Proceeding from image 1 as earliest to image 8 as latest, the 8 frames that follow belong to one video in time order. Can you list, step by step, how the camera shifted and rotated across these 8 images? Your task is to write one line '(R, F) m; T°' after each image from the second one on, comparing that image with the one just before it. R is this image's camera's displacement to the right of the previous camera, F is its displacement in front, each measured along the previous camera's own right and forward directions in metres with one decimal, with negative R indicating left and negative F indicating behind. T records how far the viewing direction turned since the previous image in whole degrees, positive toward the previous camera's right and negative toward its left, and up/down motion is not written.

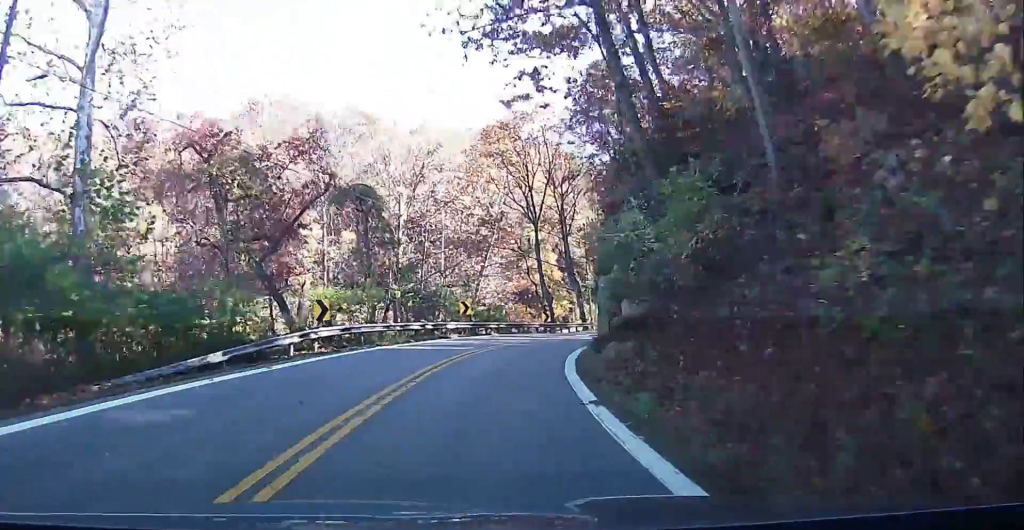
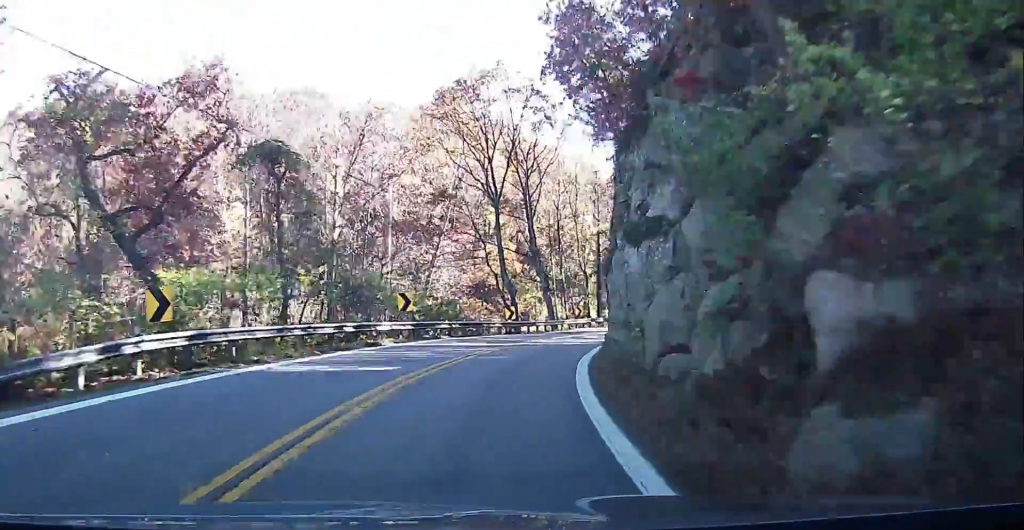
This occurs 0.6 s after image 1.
(+0.3, +10.6) m; +3°
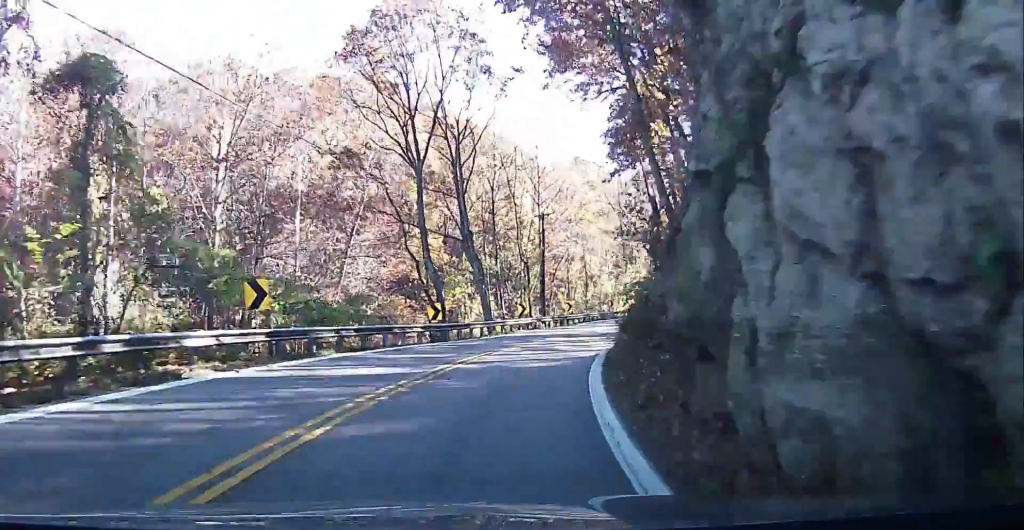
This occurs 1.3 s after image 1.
(+0.3, +12.2) m; +4°
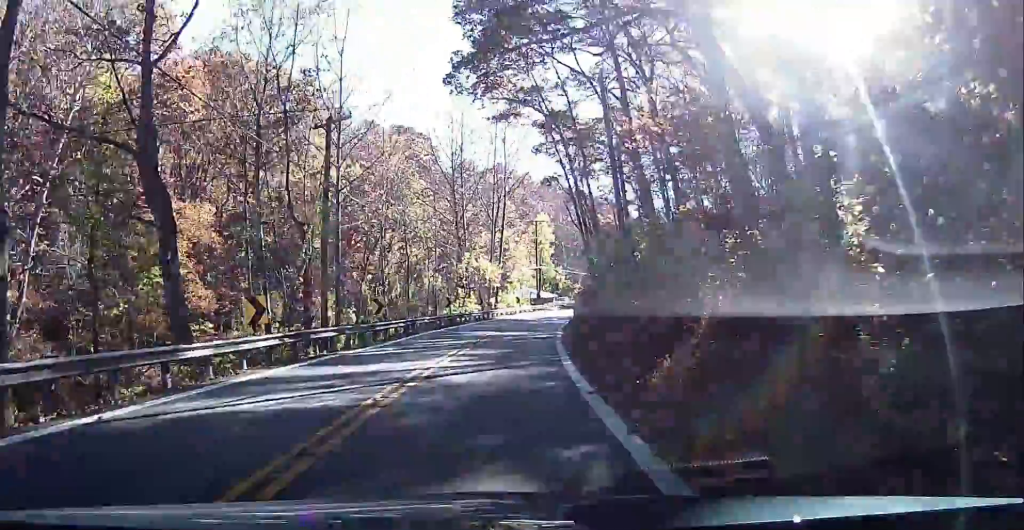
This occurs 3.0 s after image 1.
(+2.4, +27.9) m; +12°
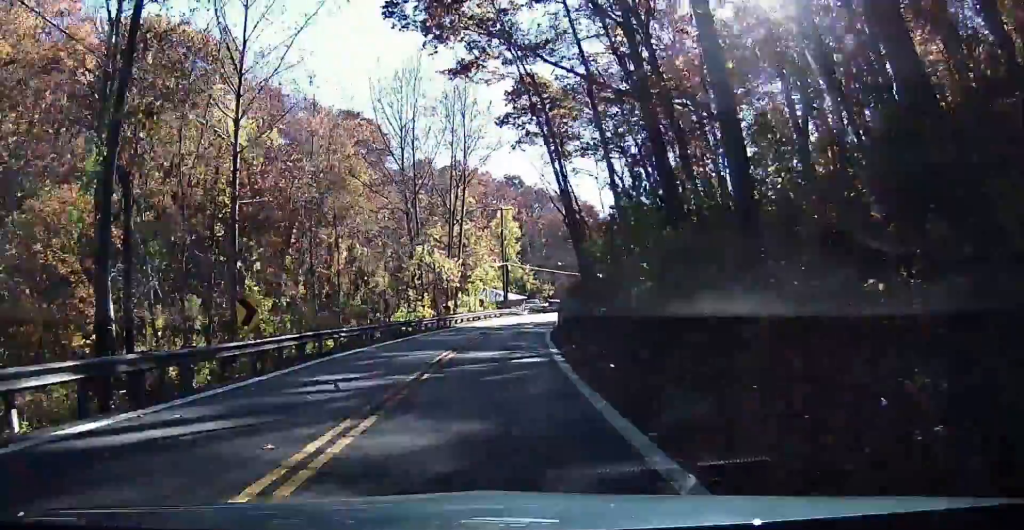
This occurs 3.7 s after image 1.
(+1.0, +12.5) m; +6°
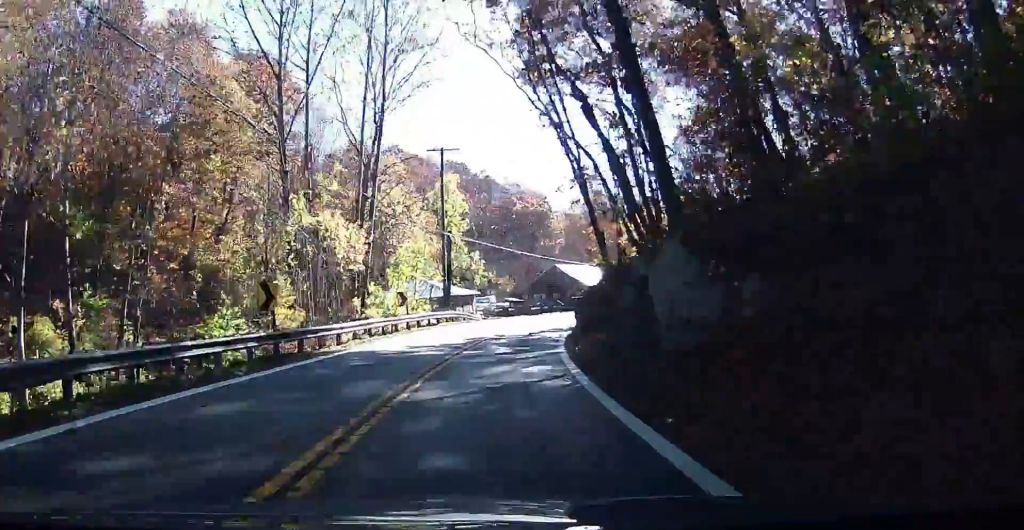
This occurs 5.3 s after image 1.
(+2.2, +27.0) m; +7°
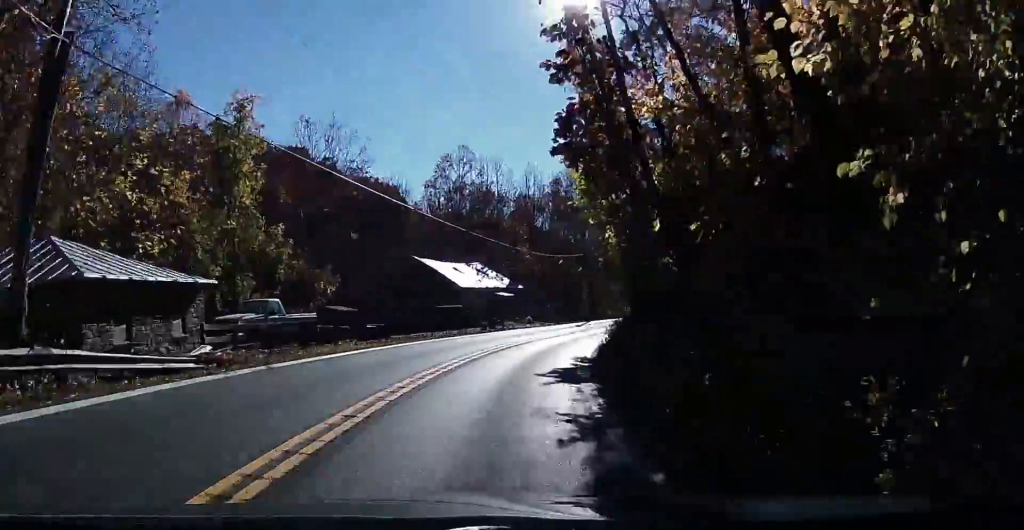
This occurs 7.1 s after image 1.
(+1.5, +33.4) m; +16°
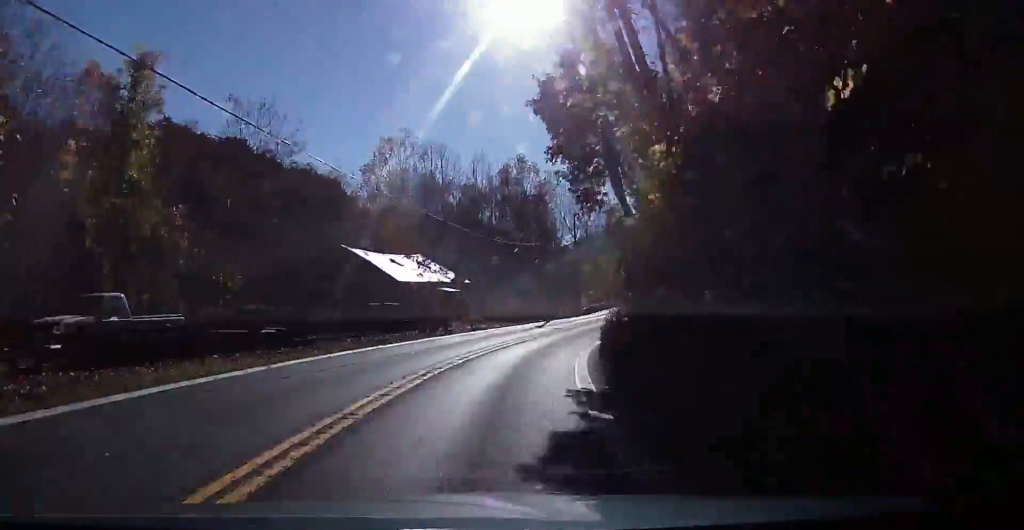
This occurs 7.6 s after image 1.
(+1.8, +8.9) m; +6°
